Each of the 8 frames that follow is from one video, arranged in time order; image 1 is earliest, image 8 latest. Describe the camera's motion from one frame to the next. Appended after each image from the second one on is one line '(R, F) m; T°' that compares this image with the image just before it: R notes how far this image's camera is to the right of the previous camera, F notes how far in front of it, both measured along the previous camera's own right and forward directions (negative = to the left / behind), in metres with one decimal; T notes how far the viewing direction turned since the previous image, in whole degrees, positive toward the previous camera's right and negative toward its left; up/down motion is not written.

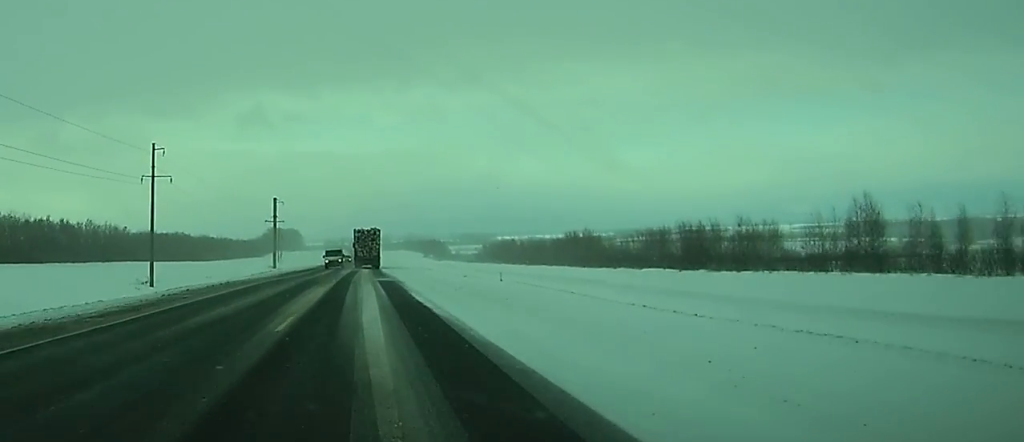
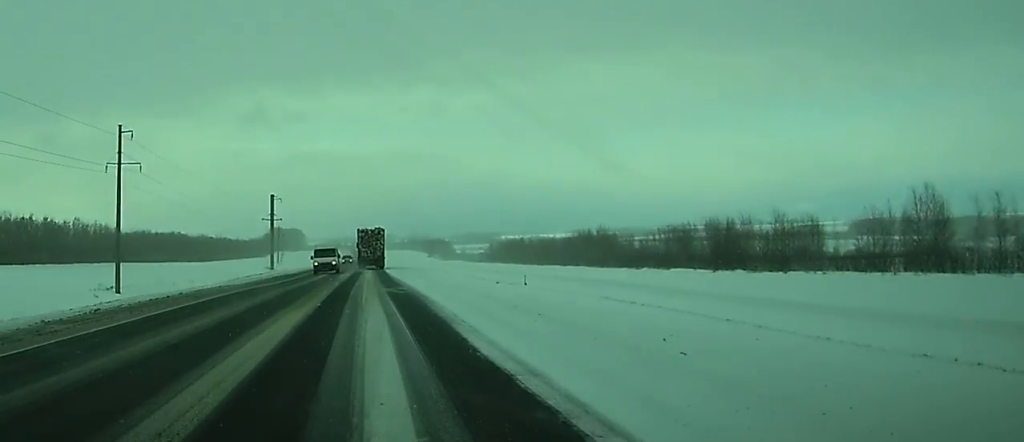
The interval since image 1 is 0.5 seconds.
(0.0, +12.3) m; 0°
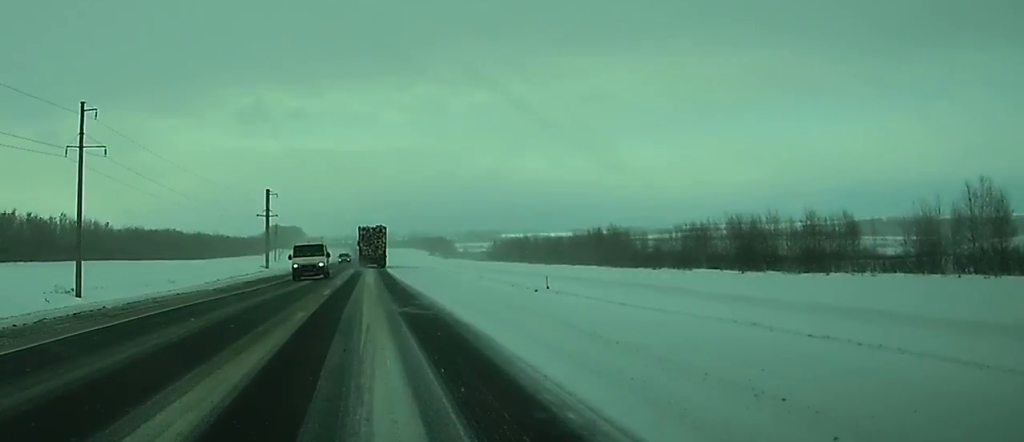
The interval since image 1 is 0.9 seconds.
(0.0, +9.8) m; 0°
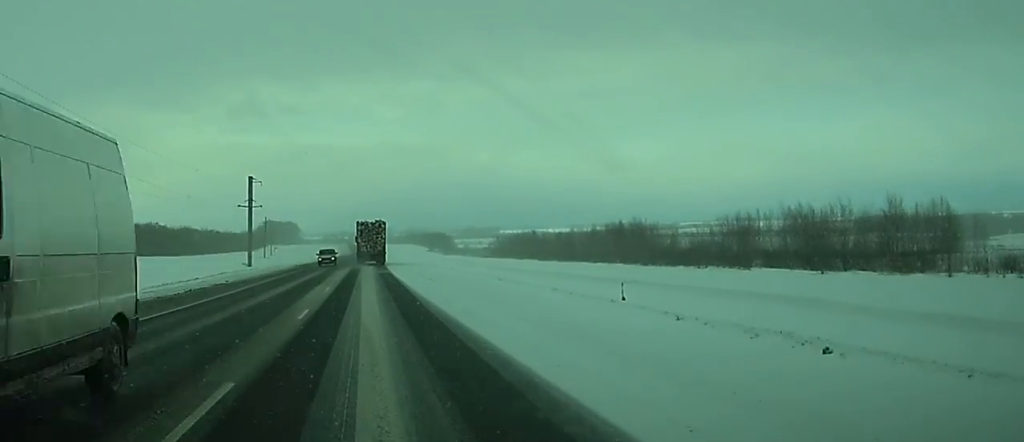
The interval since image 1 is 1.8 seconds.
(-0.1, +22.0) m; 0°
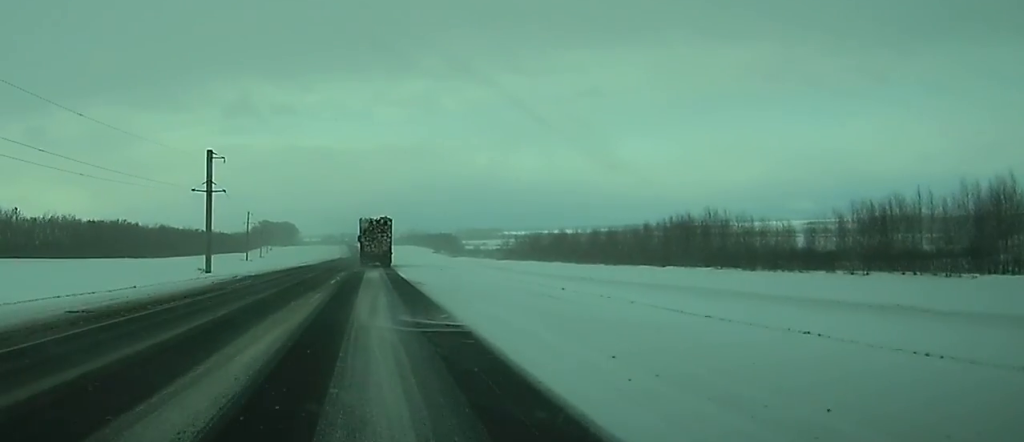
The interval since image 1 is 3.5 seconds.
(0.0, +42.2) m; 0°
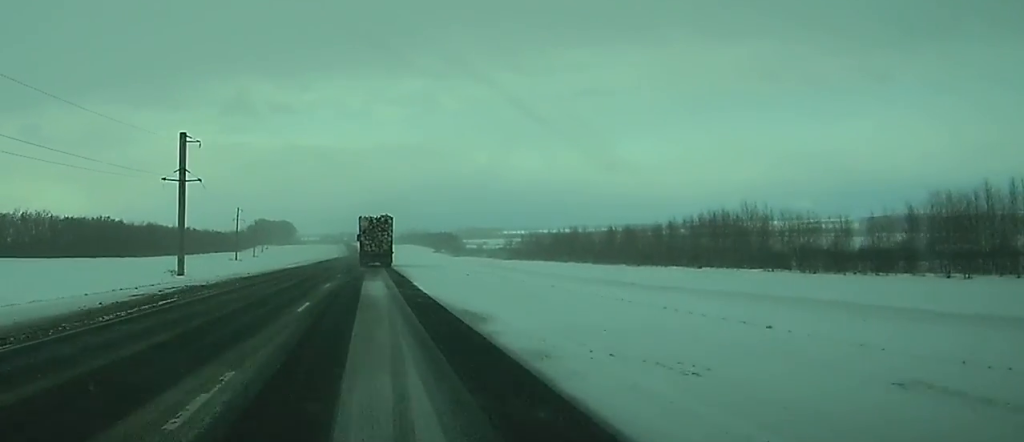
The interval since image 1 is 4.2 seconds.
(0.0, +16.3) m; 0°
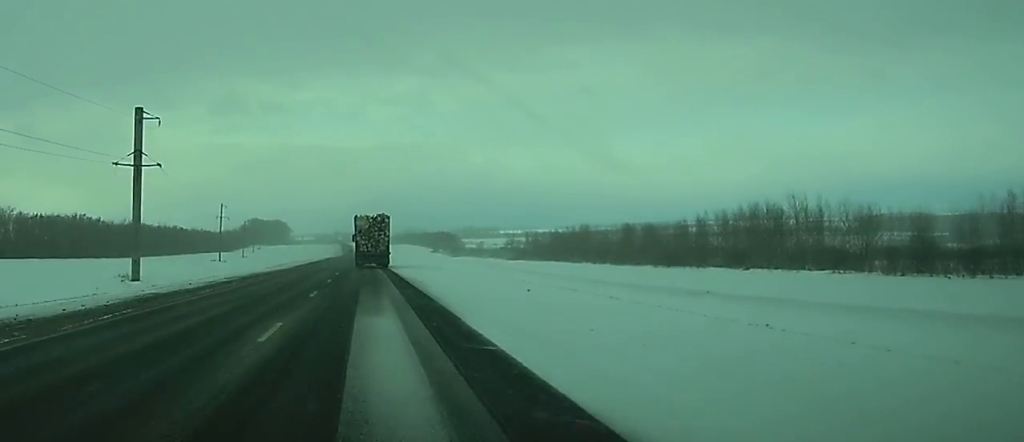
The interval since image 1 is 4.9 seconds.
(0.0, +17.9) m; 0°
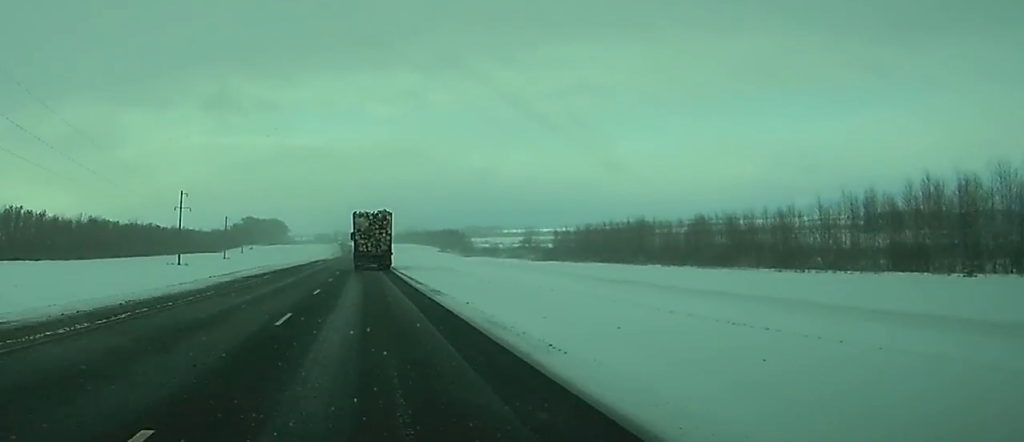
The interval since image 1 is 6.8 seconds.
(0.0, +44.8) m; 0°
